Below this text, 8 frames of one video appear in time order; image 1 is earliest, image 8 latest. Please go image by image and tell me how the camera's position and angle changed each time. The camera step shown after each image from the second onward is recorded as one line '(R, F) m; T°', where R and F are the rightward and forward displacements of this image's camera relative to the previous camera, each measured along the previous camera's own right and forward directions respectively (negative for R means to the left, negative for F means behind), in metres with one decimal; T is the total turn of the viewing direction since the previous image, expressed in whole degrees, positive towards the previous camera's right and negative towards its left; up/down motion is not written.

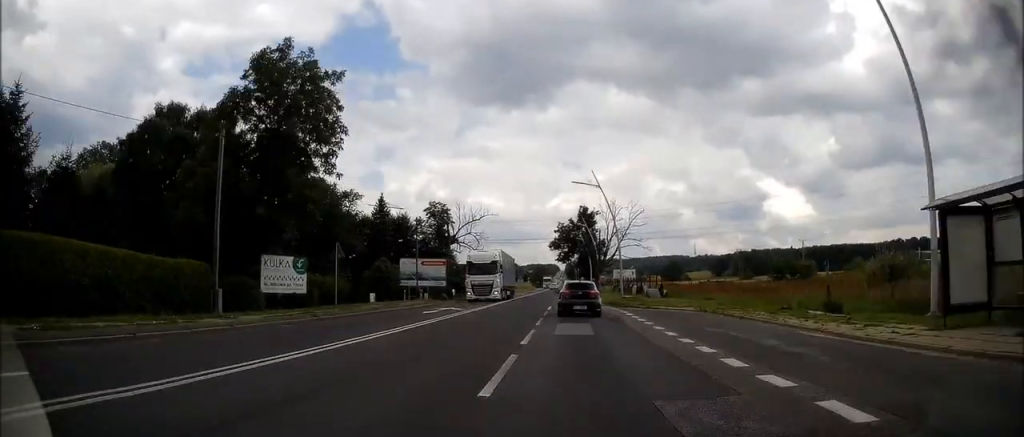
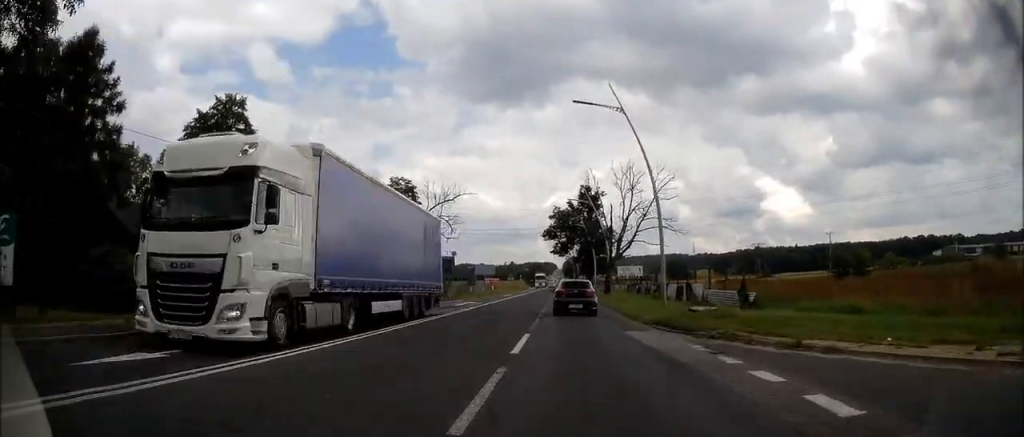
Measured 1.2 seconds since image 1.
(0.0, +20.1) m; 0°
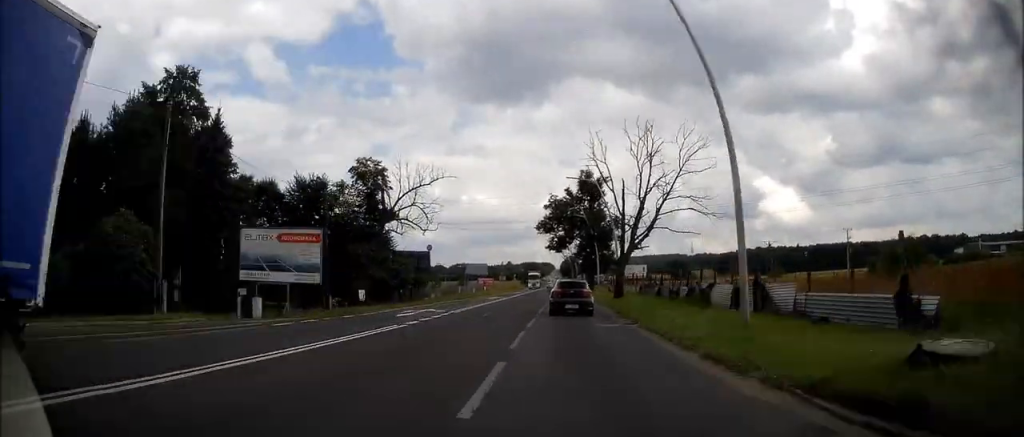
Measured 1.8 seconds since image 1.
(0.0, +11.5) m; 0°
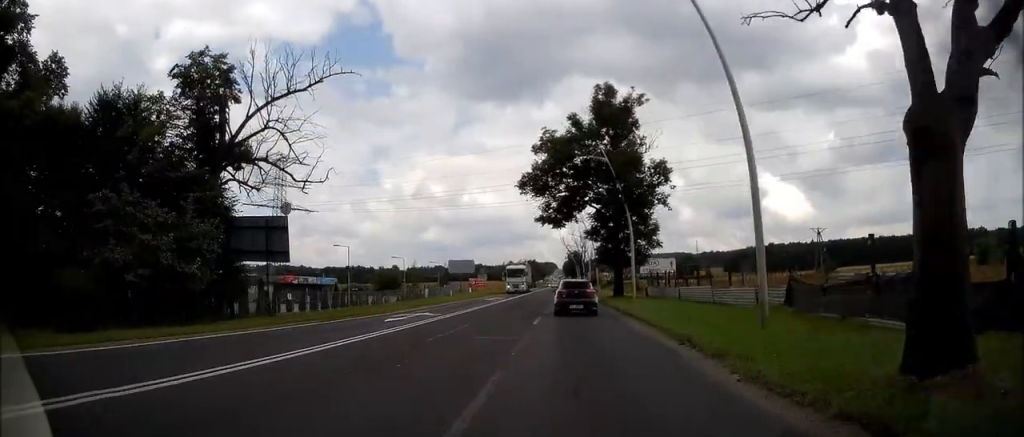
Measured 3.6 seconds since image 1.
(0.0, +31.4) m; 0°
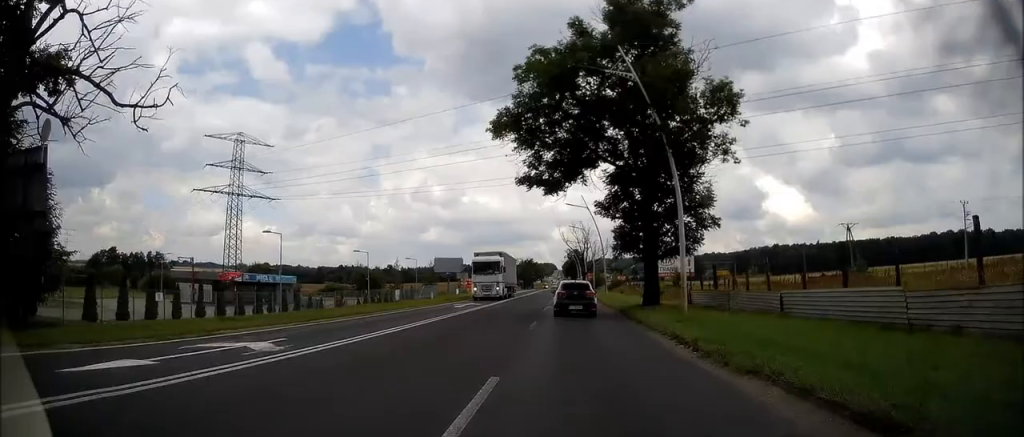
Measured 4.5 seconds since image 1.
(0.0, +15.1) m; 0°
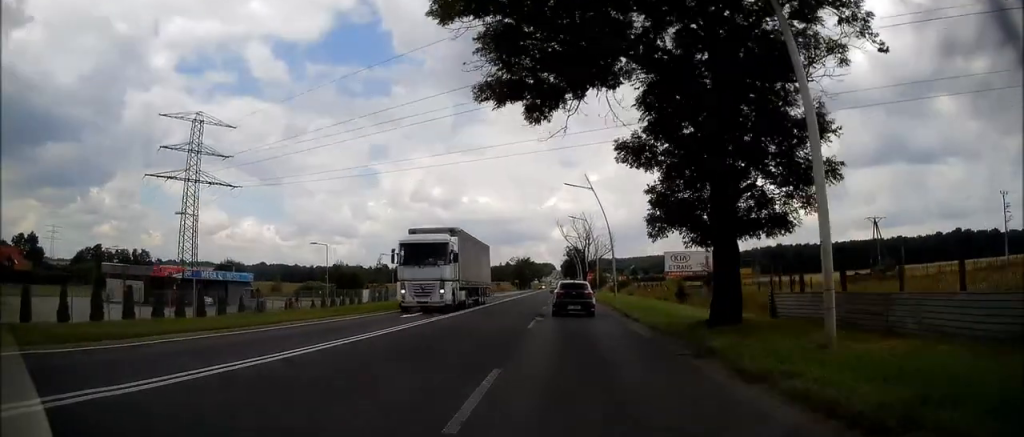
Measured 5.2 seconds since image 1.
(0.0, +11.7) m; 0°
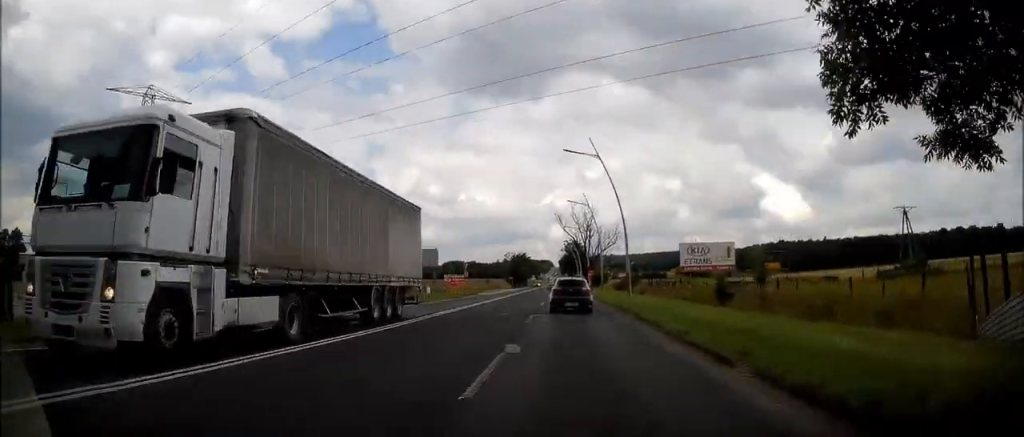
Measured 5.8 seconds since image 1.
(0.0, +11.1) m; 0°
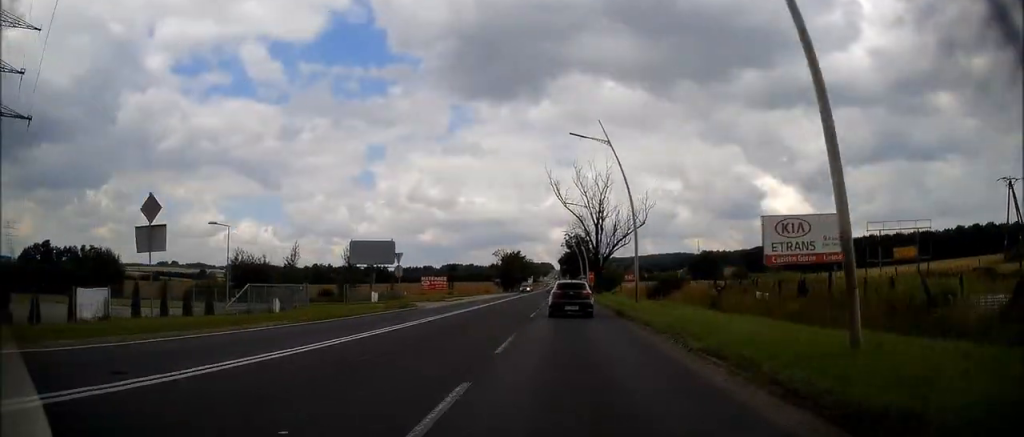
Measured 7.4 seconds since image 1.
(0.0, +27.6) m; 0°
